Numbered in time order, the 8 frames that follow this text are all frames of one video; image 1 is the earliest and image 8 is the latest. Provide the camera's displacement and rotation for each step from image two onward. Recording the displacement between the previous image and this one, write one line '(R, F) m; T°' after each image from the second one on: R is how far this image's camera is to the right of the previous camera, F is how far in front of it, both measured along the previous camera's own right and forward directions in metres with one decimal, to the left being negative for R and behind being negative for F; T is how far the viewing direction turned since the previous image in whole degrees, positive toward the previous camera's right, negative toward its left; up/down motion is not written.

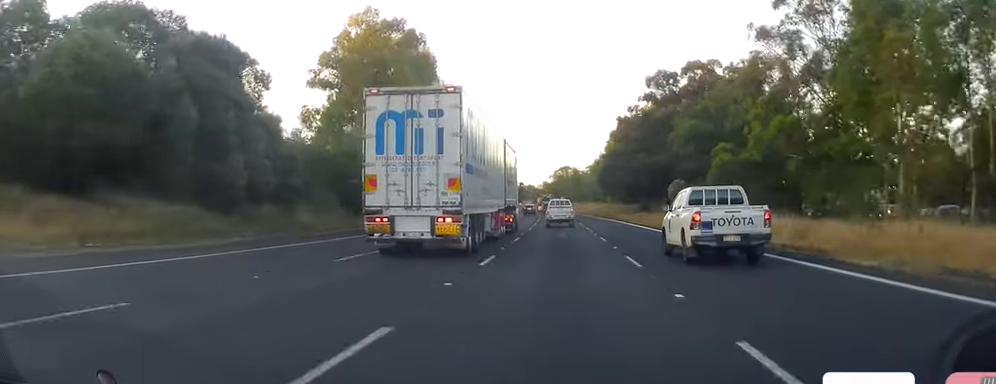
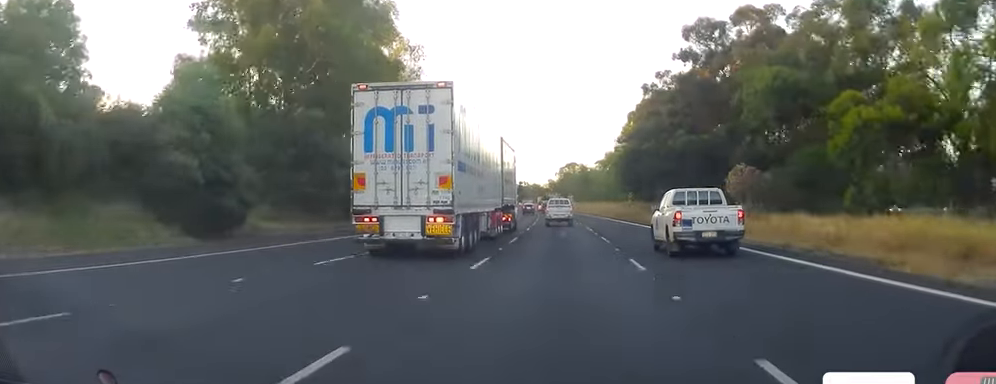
(-0.6, +25.3) m; -1°
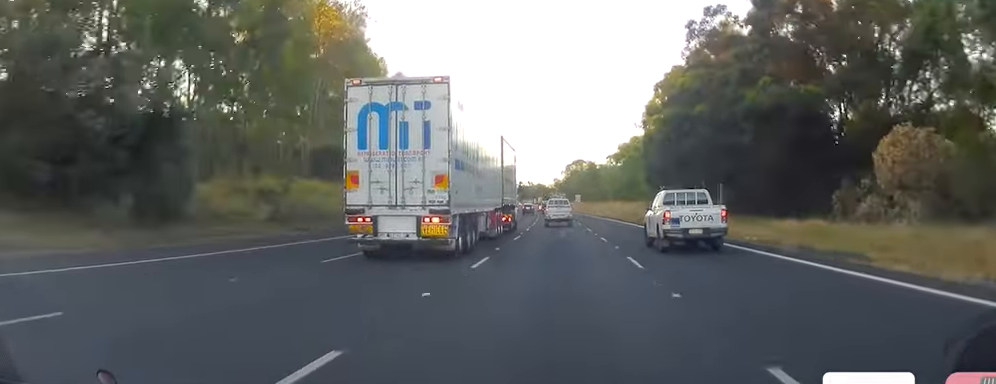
(+0.2, +24.4) m; 0°
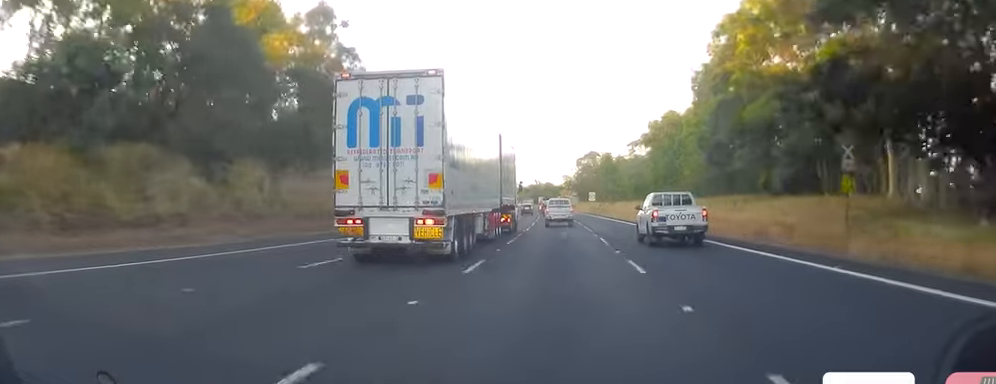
(-0.7, +37.5) m; -1°
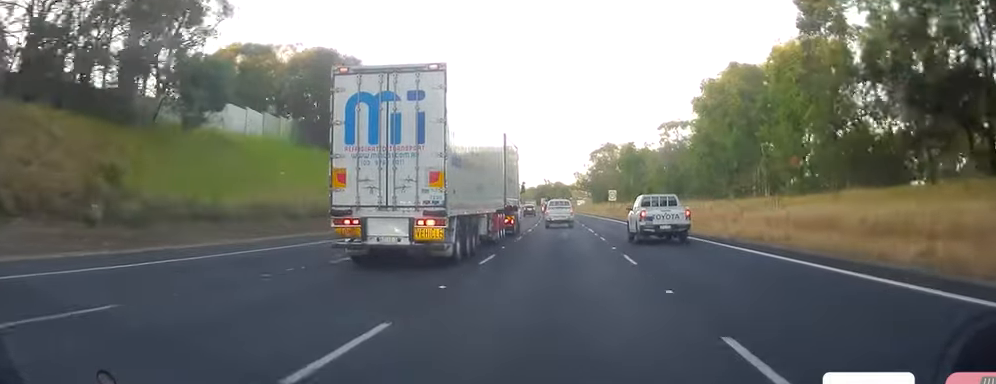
(+0.1, +34.4) m; 0°
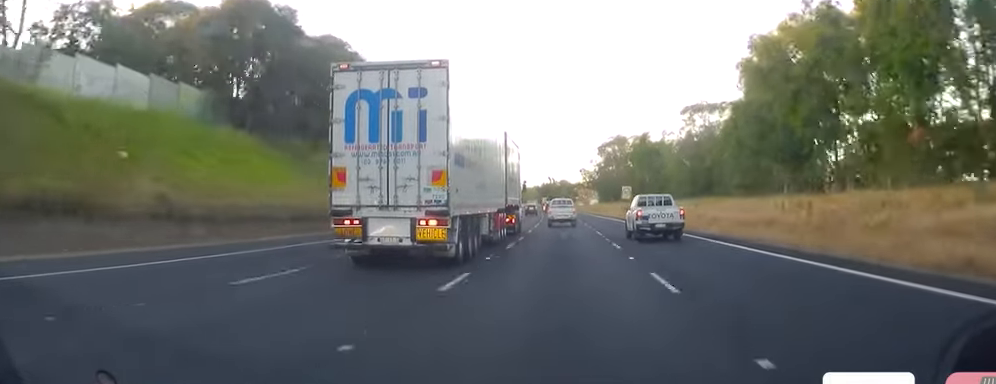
(+0.1, +17.5) m; 0°
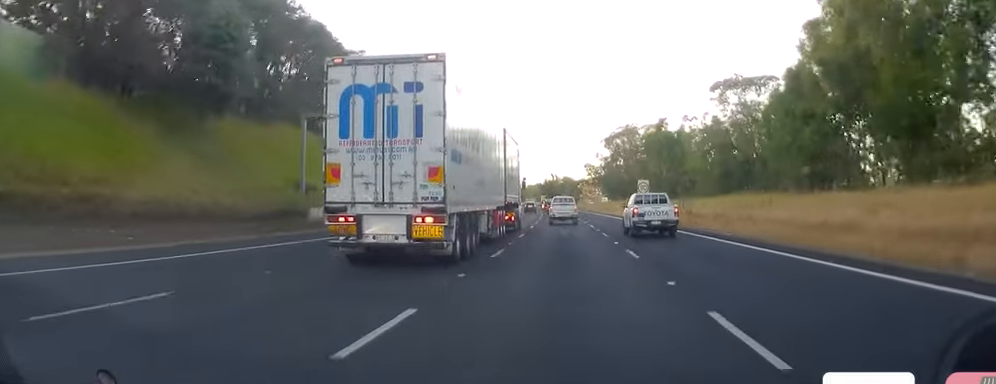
(-0.3, +17.4) m; -1°
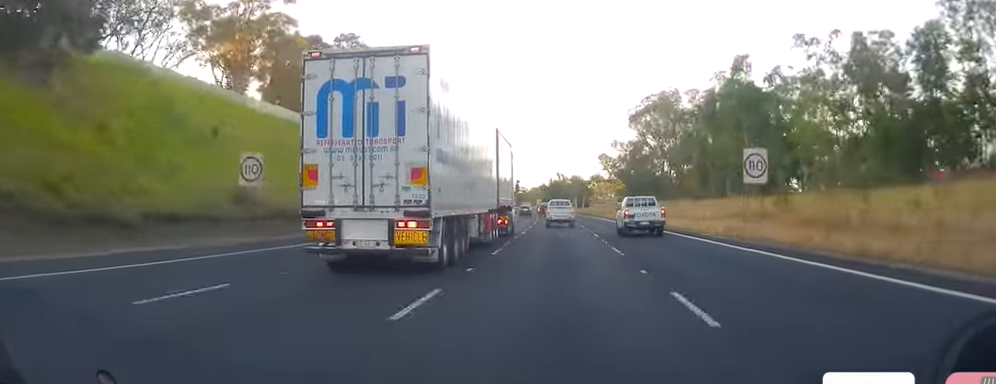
(-0.3, +45.8) m; -1°
